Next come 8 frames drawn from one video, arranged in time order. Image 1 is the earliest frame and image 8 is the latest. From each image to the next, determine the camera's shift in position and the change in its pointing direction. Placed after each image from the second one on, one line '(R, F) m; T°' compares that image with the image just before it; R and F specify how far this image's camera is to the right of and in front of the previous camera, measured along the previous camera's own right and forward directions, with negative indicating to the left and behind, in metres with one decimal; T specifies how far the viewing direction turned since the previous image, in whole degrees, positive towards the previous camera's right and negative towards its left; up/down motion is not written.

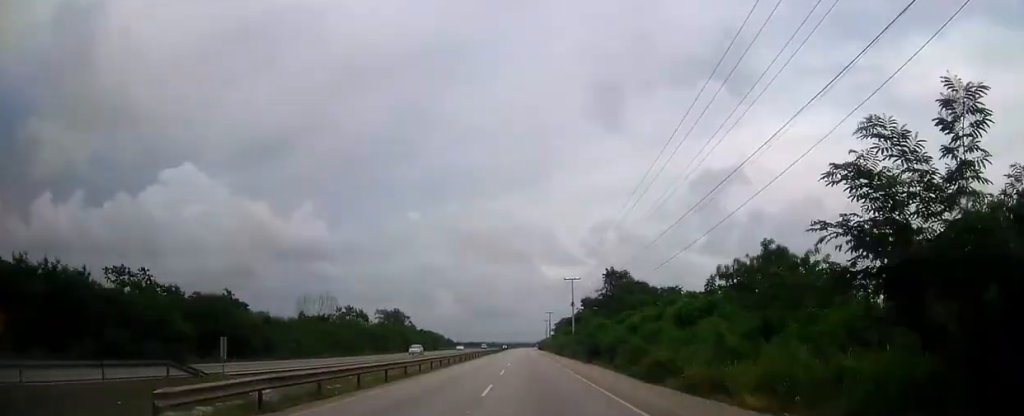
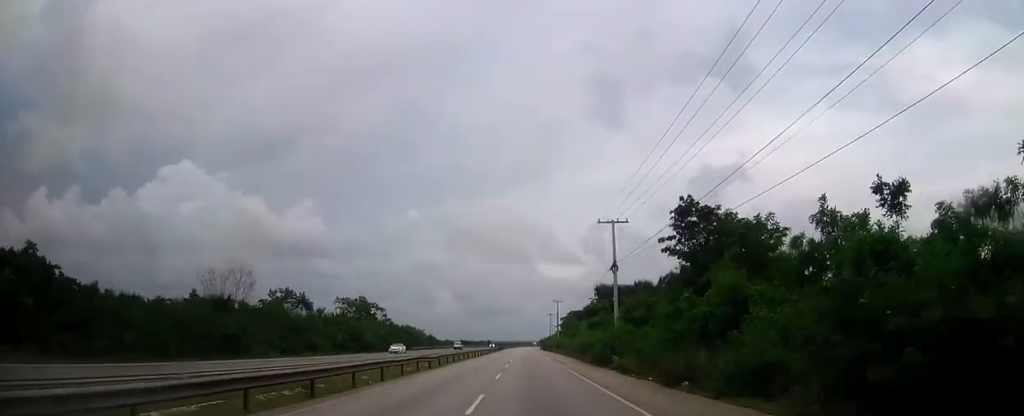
(0.0, +40.5) m; 0°
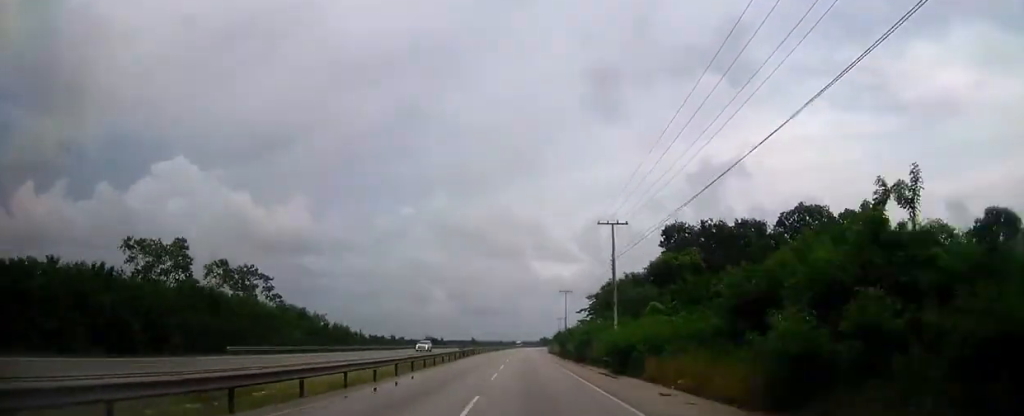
(+0.2, +85.0) m; 0°
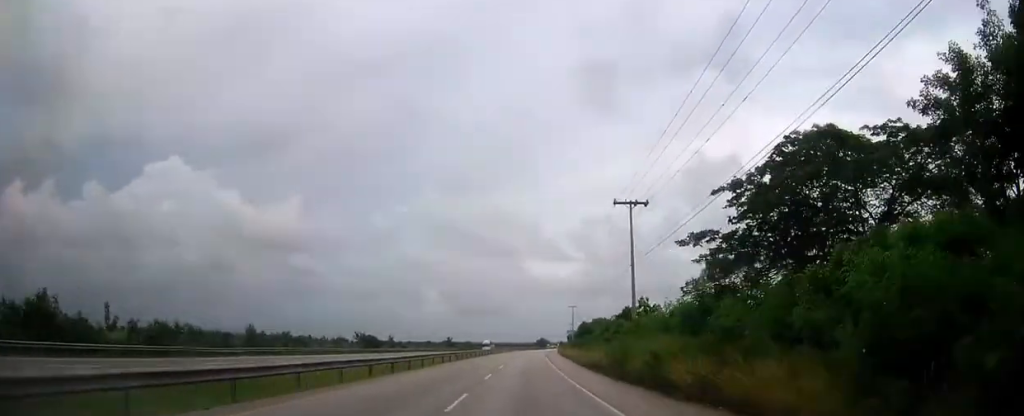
(+0.3, +71.5) m; +1°
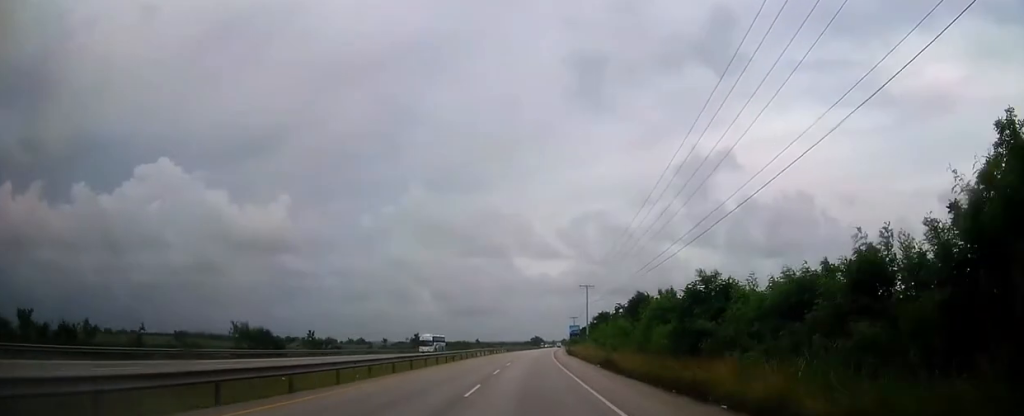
(0.0, +44.6) m; +1°
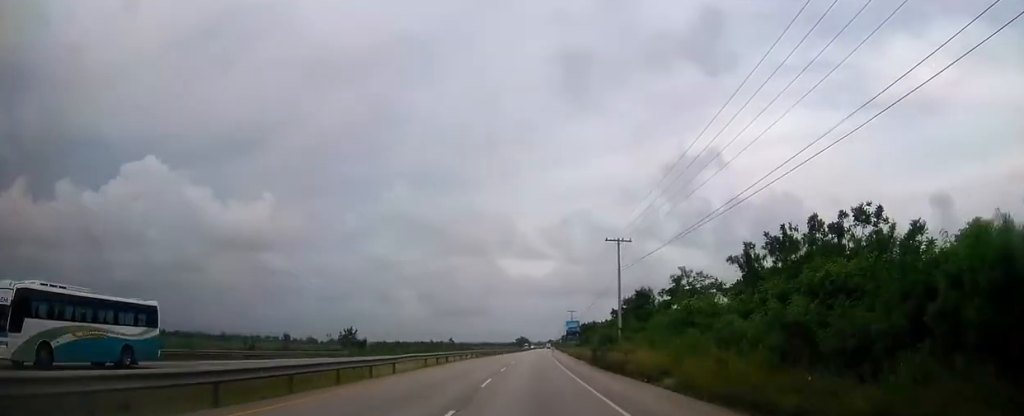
(+0.7, +44.5) m; +1°
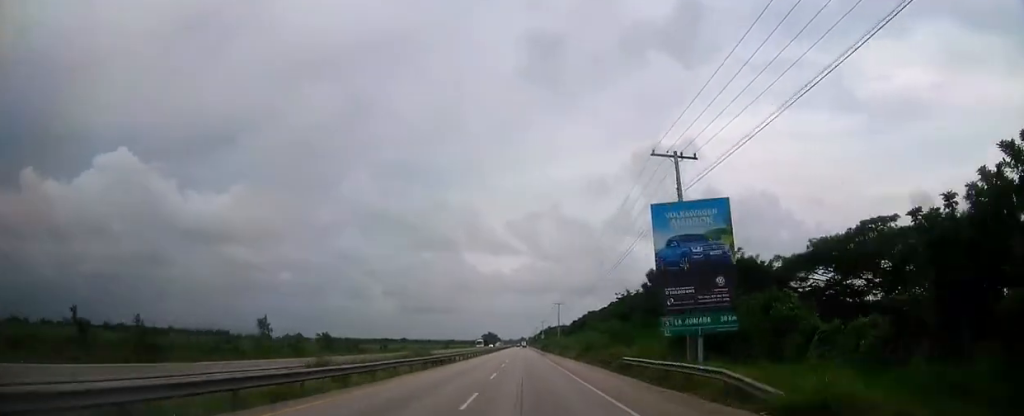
(+3.2, +126.9) m; +2°
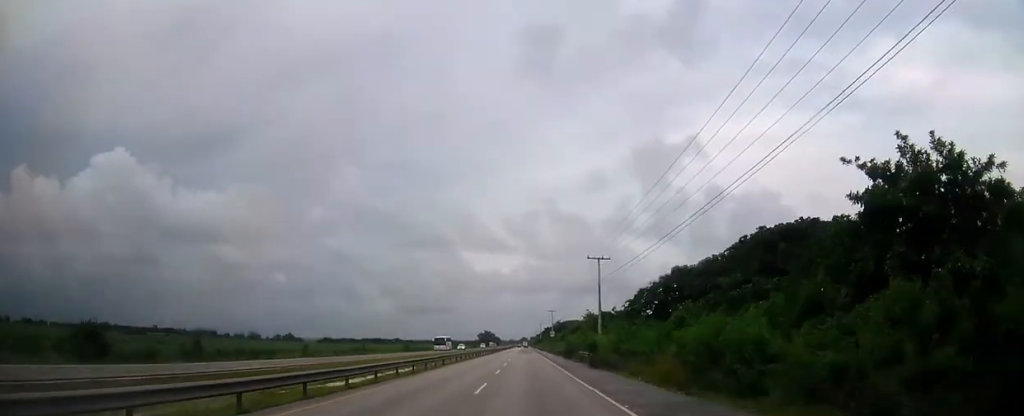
(+0.2, +68.4) m; 0°
